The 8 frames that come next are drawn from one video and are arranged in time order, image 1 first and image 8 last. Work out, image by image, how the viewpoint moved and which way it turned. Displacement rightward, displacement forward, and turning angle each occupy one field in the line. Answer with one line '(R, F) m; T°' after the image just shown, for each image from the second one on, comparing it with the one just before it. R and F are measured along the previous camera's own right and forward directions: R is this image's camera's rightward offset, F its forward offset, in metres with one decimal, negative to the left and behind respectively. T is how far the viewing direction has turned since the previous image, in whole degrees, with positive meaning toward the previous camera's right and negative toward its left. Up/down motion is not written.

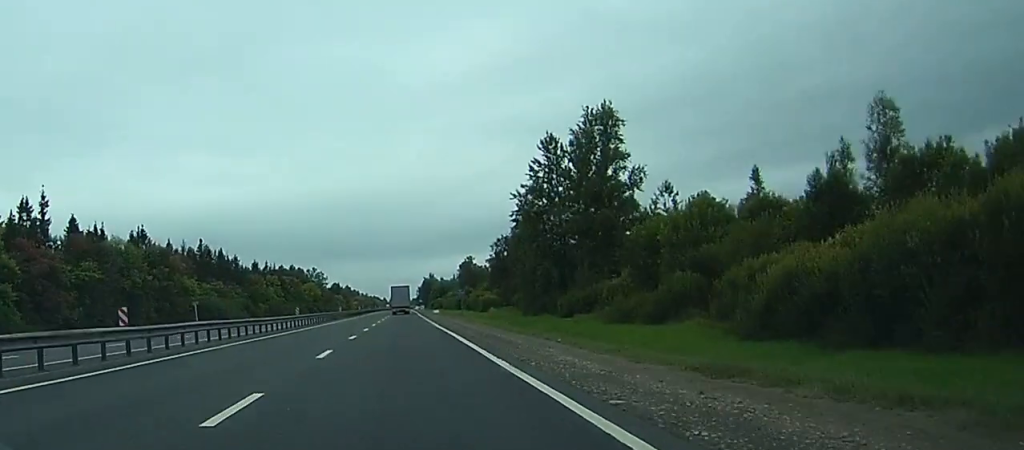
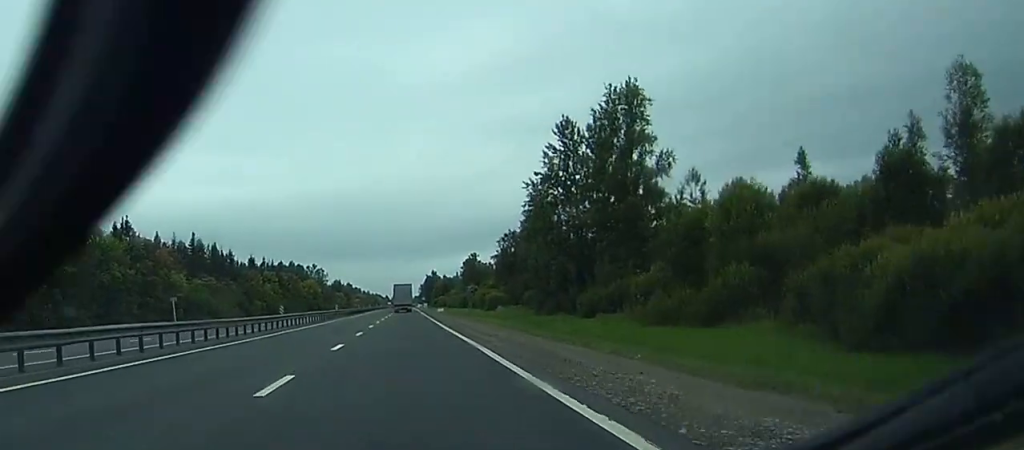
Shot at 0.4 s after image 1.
(0.0, +9.0) m; 0°
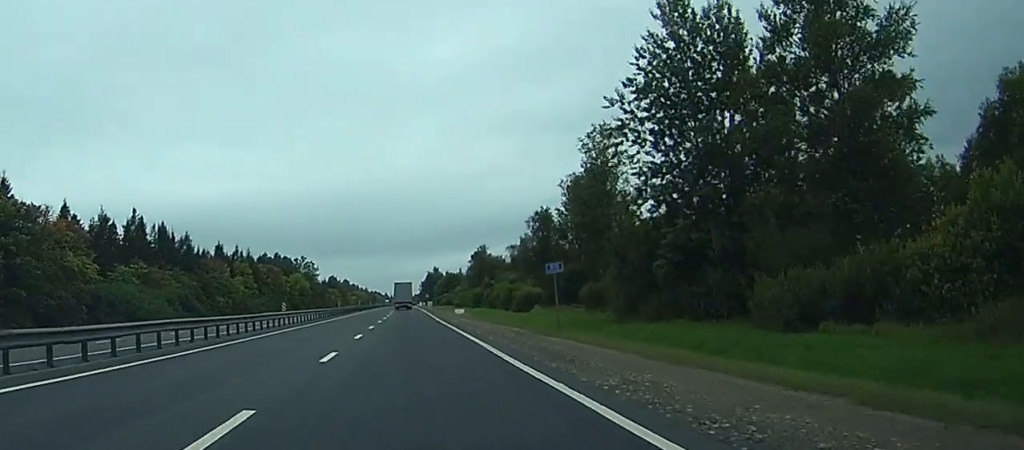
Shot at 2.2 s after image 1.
(0.0, +40.7) m; 0°
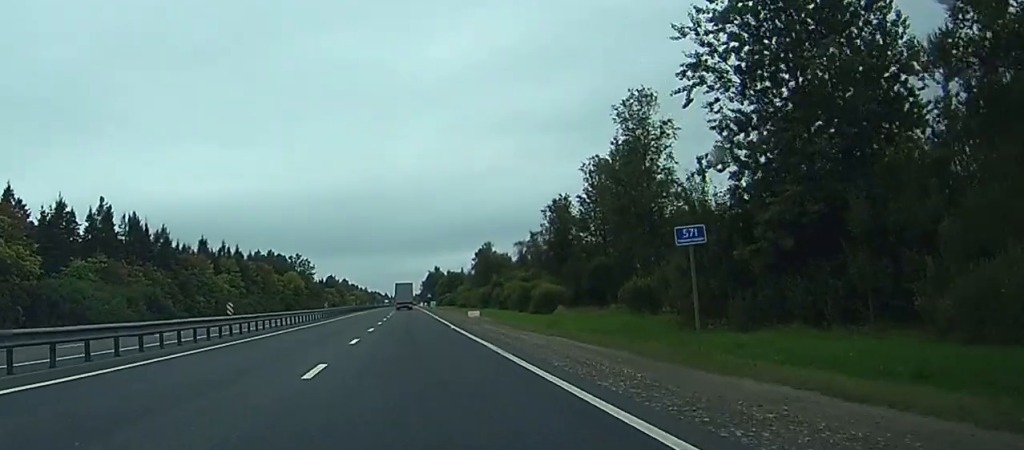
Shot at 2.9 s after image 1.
(0.0, +16.0) m; 0°
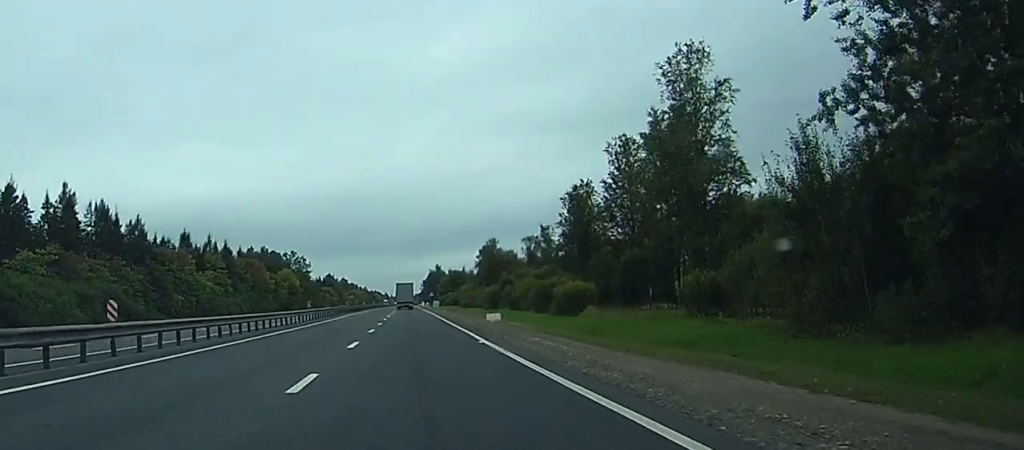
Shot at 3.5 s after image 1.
(0.0, +14.6) m; +1°
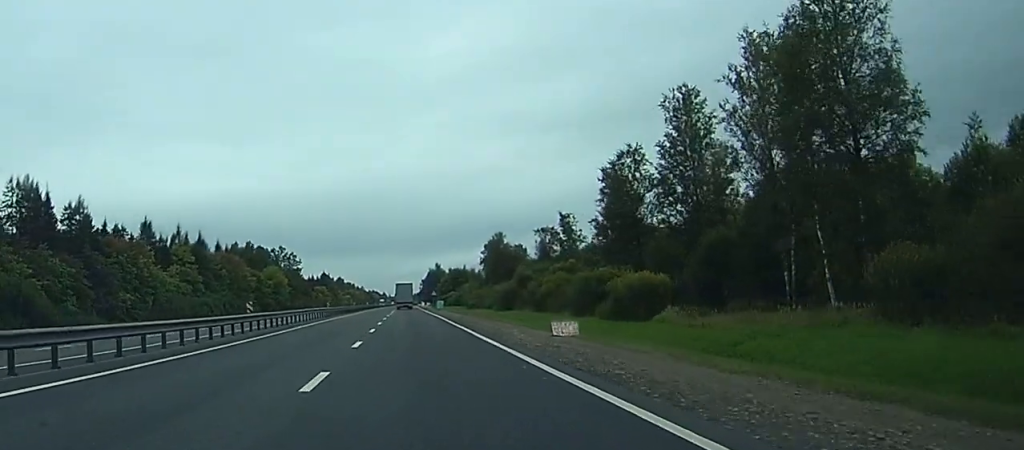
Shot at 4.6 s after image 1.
(+0.3, +23.9) m; 0°
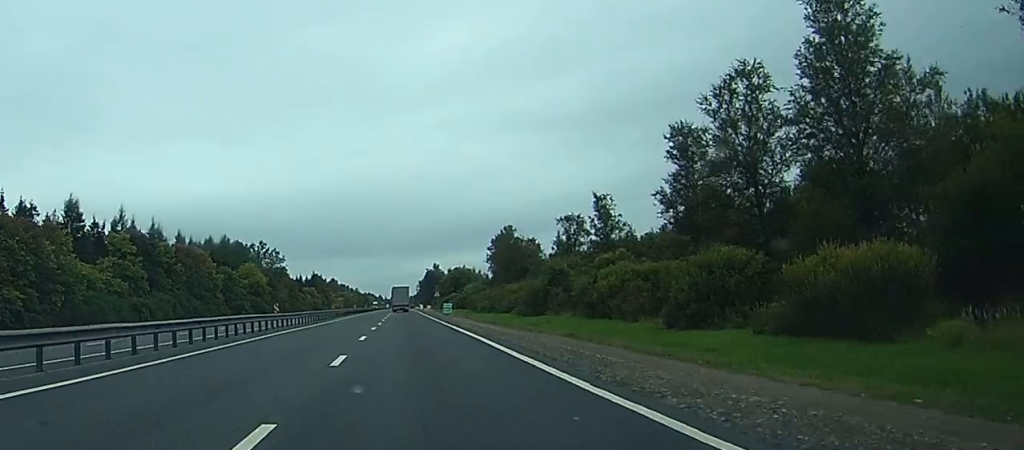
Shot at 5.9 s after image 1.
(-0.7, +30.9) m; -2°
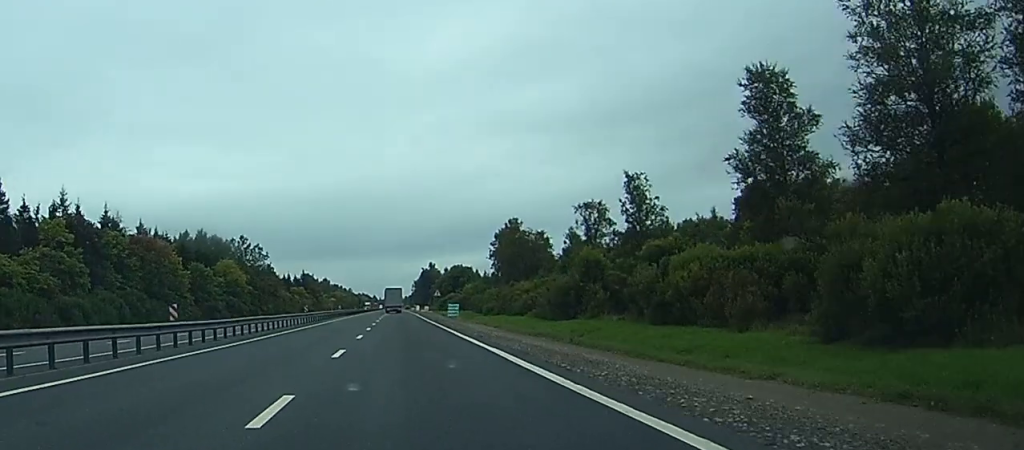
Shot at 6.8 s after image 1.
(+0.2, +20.9) m; +1°
